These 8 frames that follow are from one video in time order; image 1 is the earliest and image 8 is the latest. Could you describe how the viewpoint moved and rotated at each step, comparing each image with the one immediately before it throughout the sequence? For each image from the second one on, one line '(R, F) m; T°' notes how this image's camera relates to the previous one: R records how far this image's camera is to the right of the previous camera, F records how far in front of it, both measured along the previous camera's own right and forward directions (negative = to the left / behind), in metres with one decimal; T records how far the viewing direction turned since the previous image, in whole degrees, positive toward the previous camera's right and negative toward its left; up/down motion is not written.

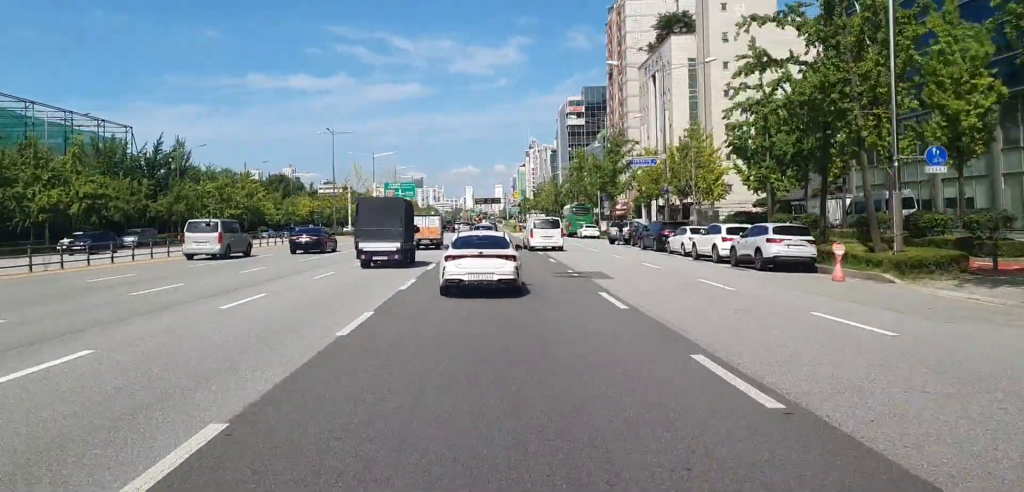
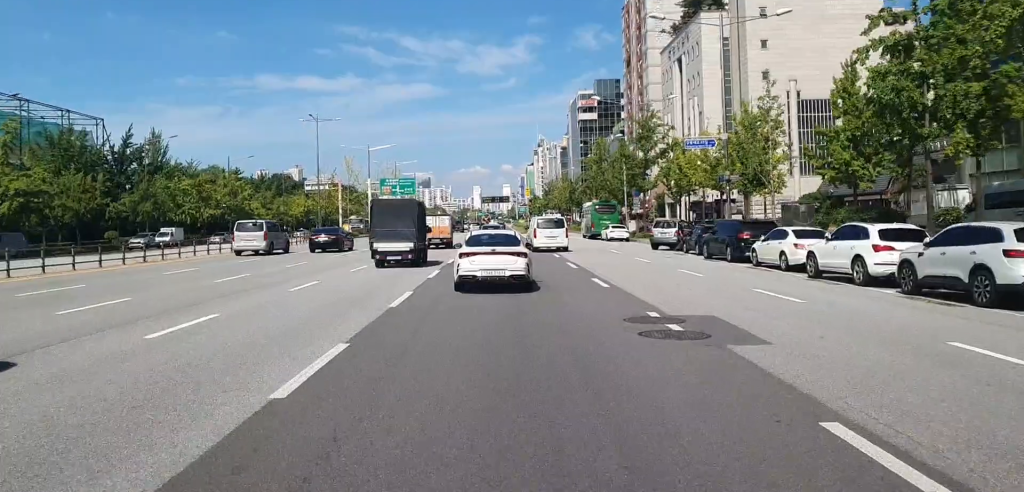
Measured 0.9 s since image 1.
(-0.1, +12.0) m; 0°
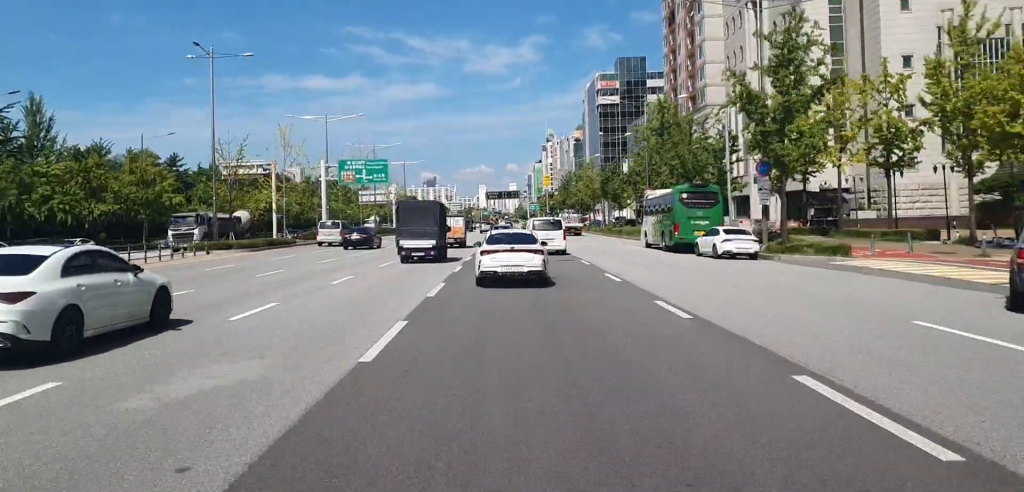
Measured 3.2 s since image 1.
(+0.6, +30.5) m; 0°
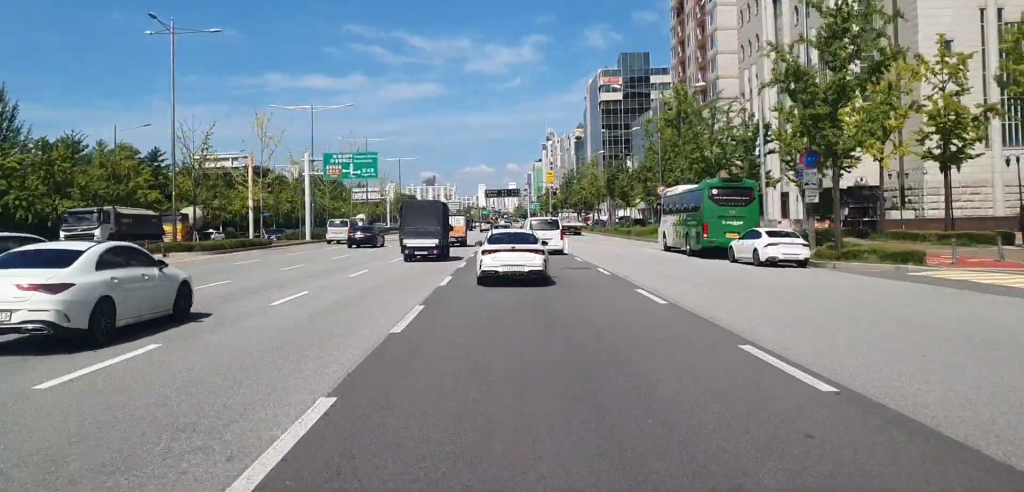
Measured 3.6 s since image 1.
(0.0, +5.8) m; -1°
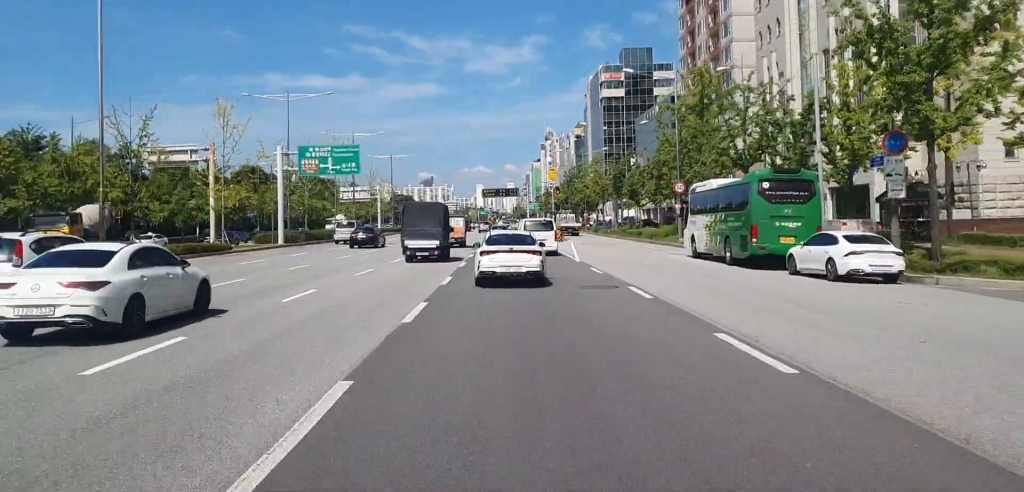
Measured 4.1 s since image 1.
(-0.2, +7.1) m; 0°
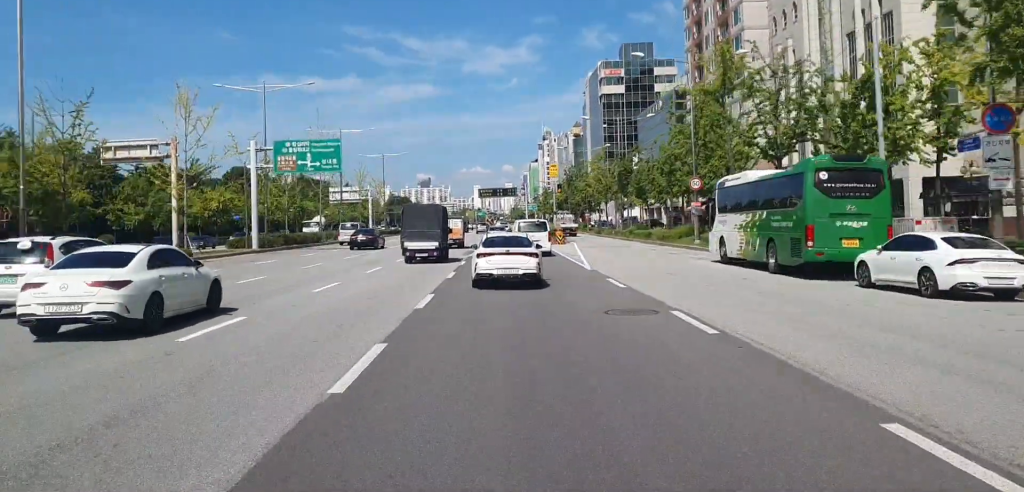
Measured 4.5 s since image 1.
(-0.1, +5.3) m; 0°
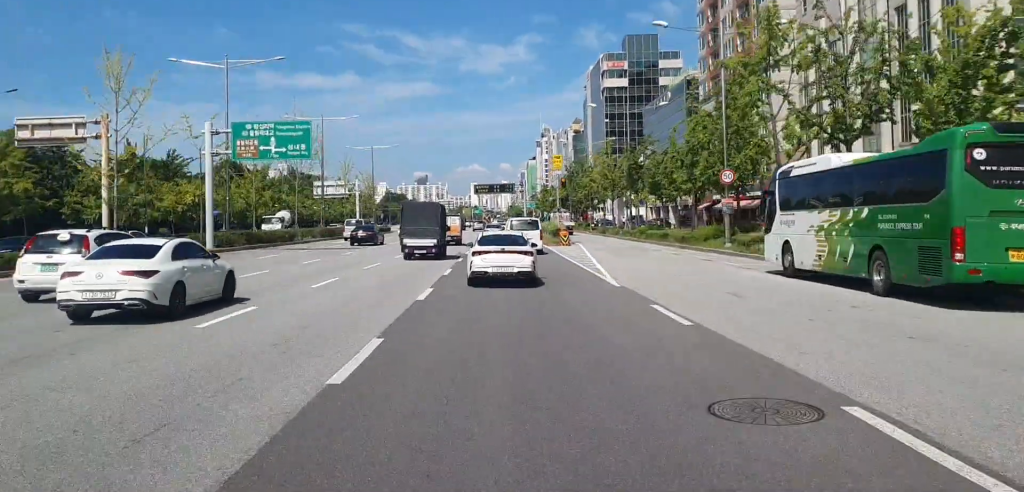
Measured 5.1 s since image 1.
(+0.3, +7.6) m; +1°
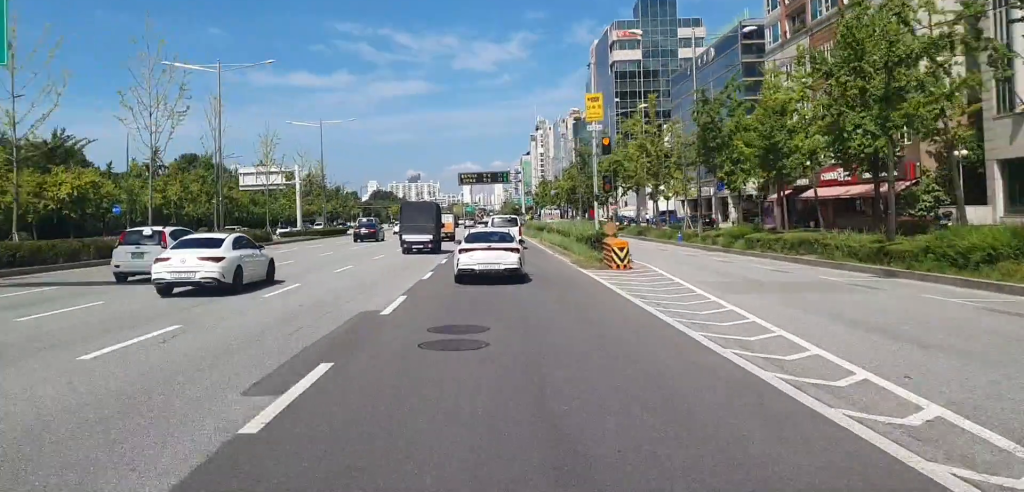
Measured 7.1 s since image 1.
(+0.7, +27.2) m; +1°
